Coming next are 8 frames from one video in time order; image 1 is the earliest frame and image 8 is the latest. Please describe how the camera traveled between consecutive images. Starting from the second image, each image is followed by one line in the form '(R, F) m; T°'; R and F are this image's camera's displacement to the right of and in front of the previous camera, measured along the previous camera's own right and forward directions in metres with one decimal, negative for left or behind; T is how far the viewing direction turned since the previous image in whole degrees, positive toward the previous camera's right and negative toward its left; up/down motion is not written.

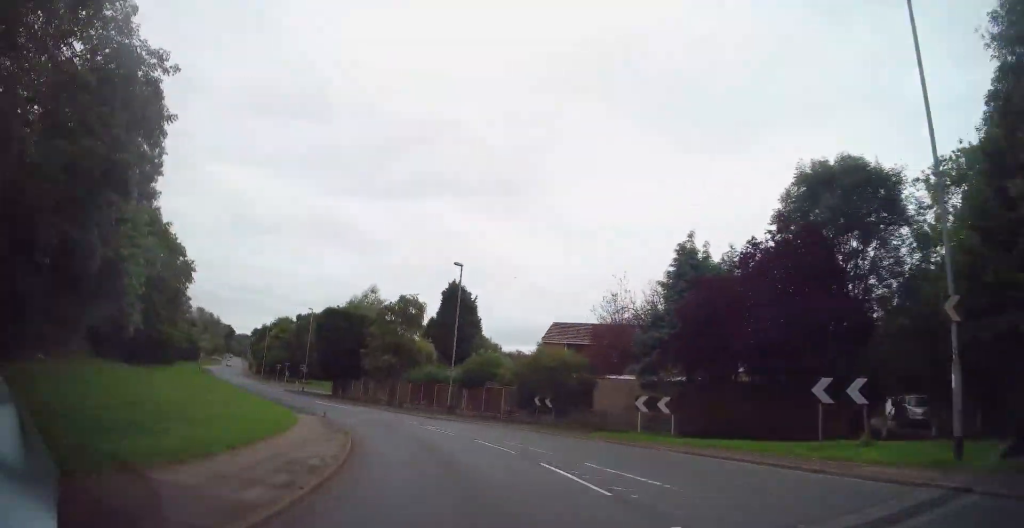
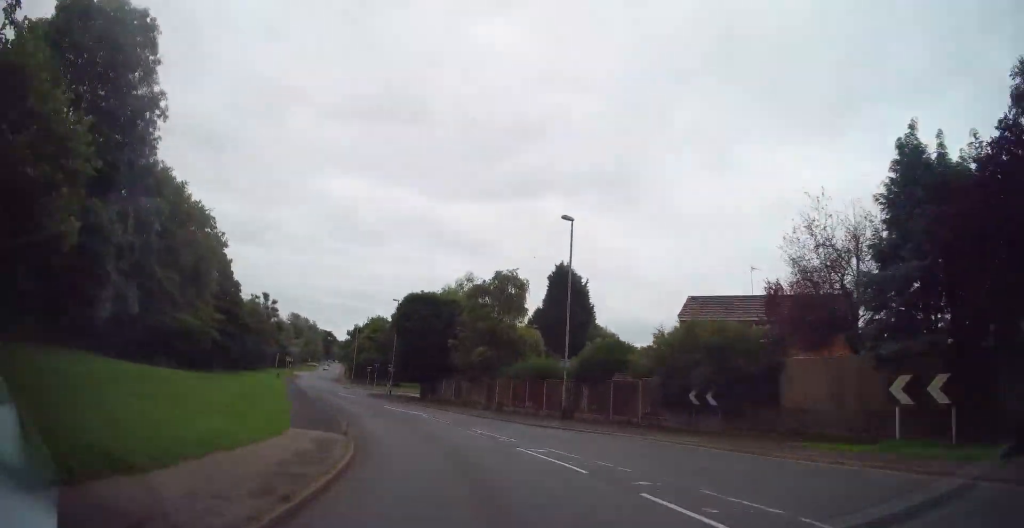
(-1.7, +11.2) m; -10°
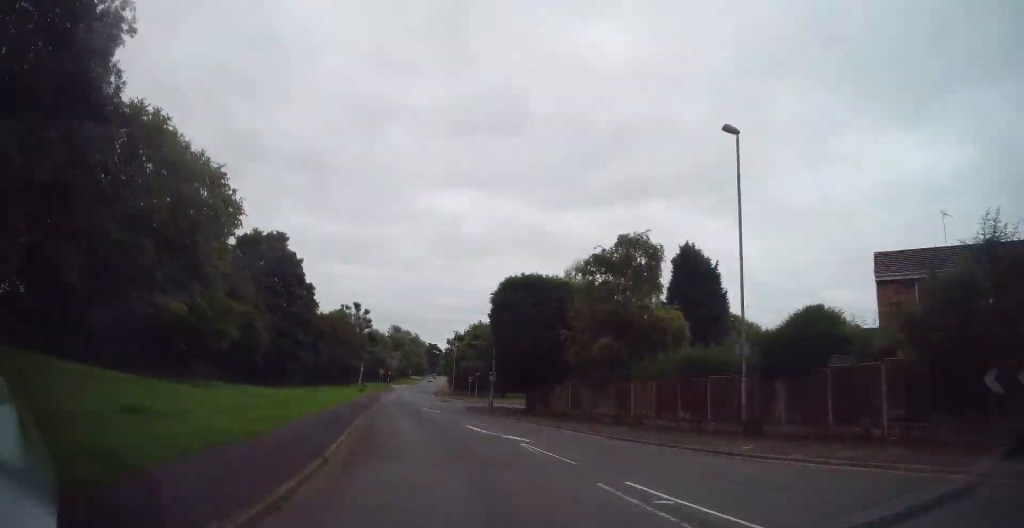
(-0.8, +11.5) m; -8°
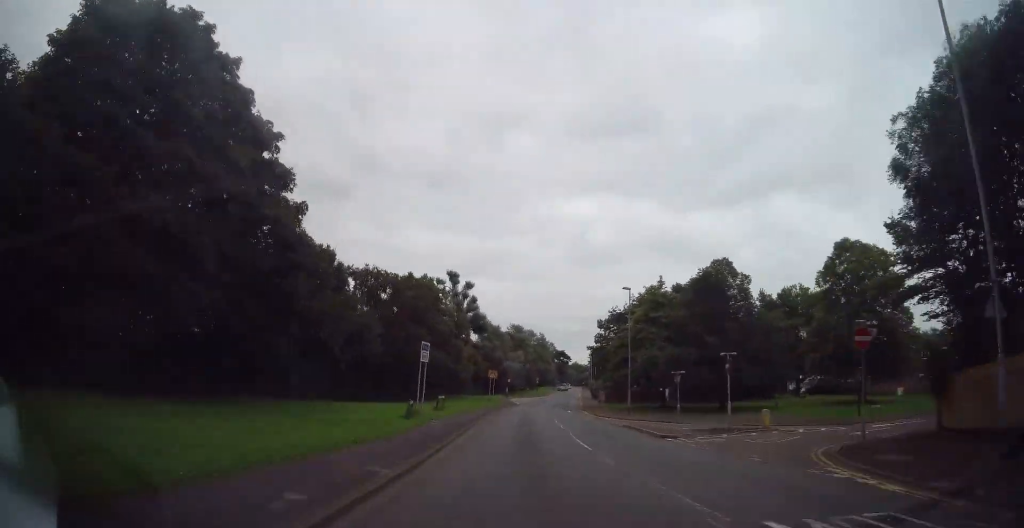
(-5.4, +43.7) m; -6°
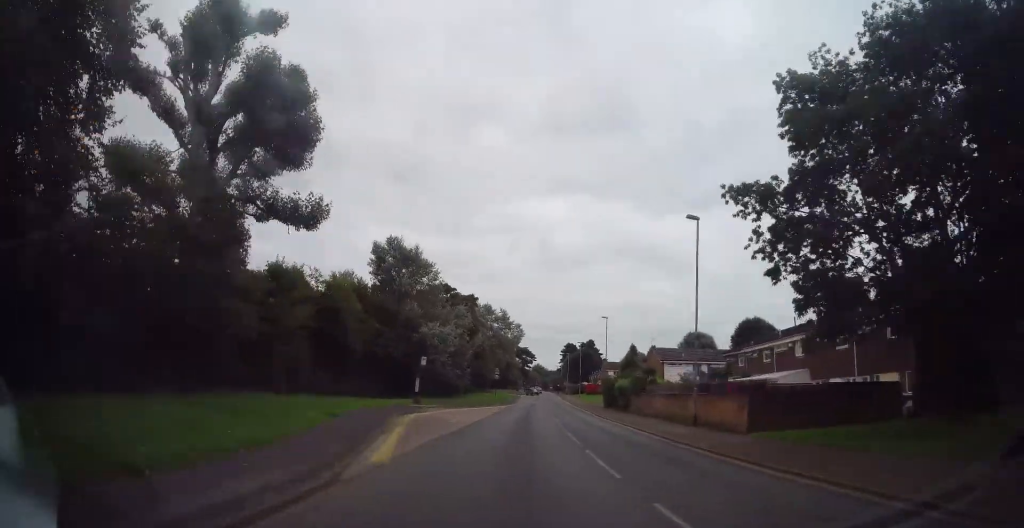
(+1.6, +49.0) m; +3°
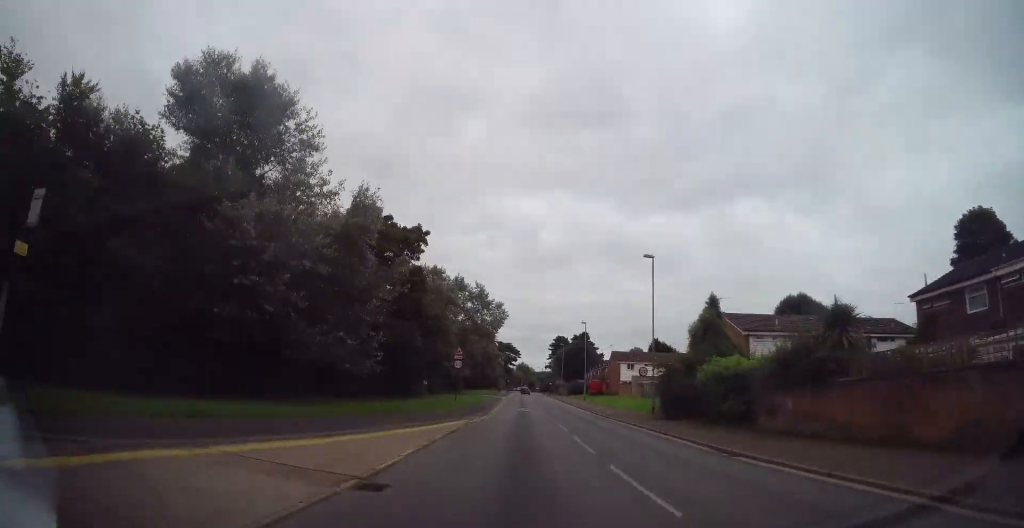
(+0.3, +27.4) m; +1°
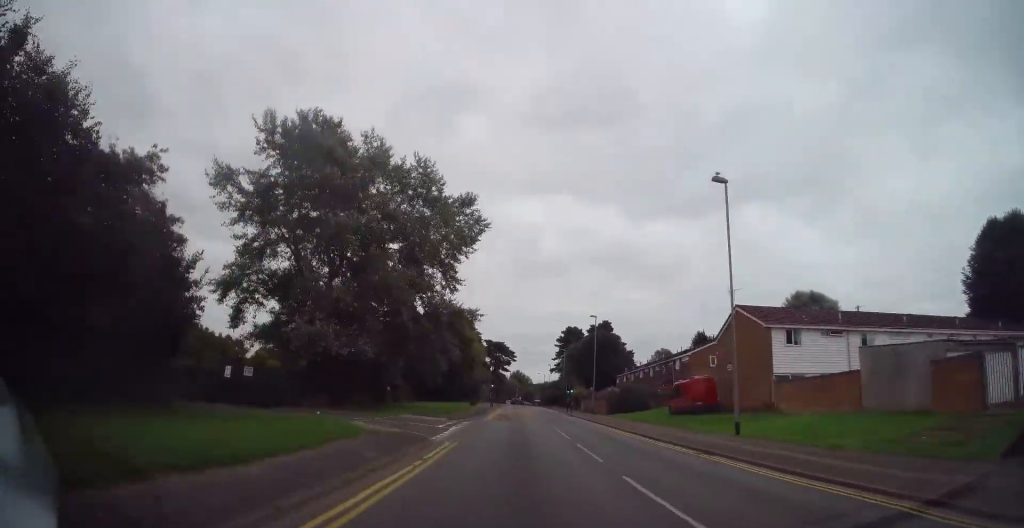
(+0.2, +54.9) m; 0°
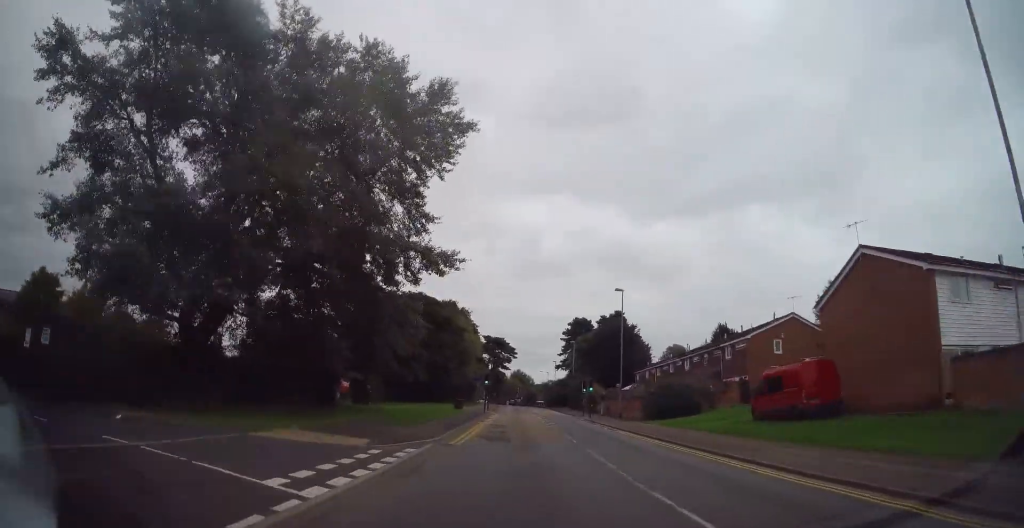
(0.0, +14.1) m; 0°
